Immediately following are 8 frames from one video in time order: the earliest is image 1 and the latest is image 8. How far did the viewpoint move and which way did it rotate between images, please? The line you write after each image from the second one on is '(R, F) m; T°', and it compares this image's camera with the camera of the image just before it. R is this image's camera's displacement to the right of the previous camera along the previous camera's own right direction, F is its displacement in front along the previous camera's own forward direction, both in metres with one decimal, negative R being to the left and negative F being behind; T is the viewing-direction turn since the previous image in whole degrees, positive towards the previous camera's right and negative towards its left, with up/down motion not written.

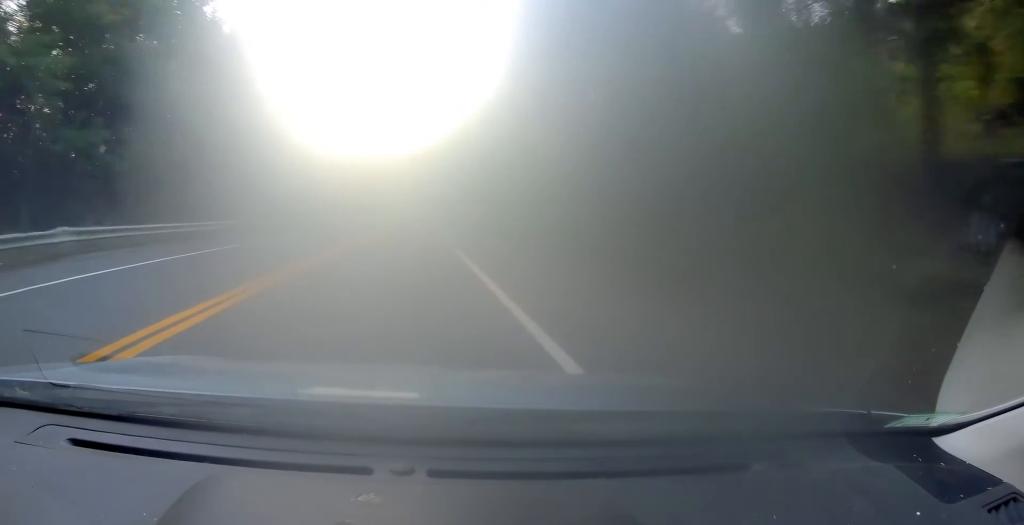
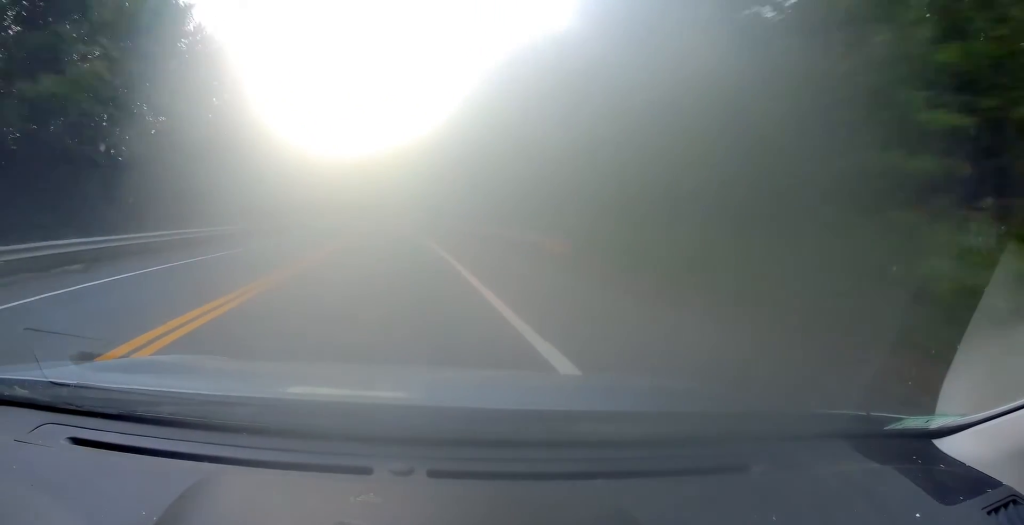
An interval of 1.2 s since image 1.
(+0.6, +29.0) m; 0°
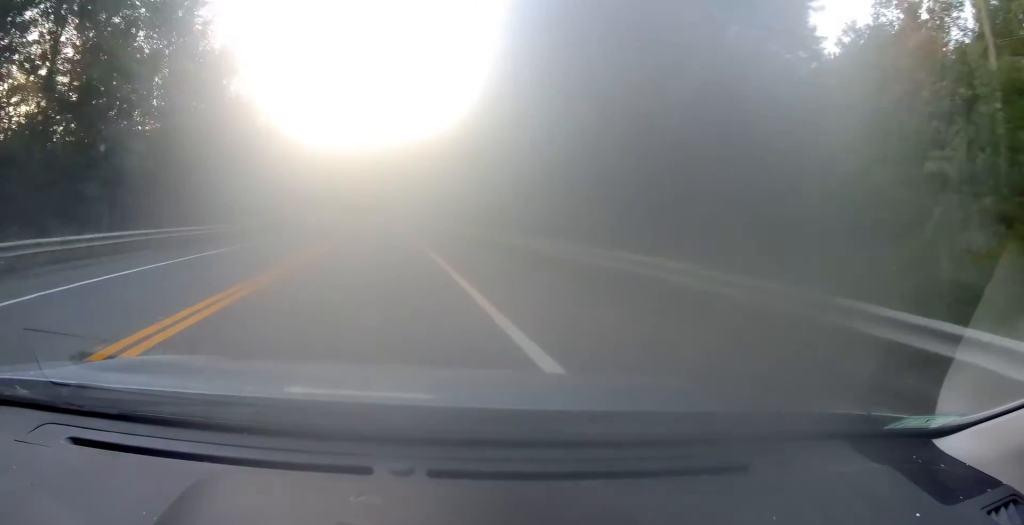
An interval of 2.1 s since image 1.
(-0.2, +21.7) m; -1°
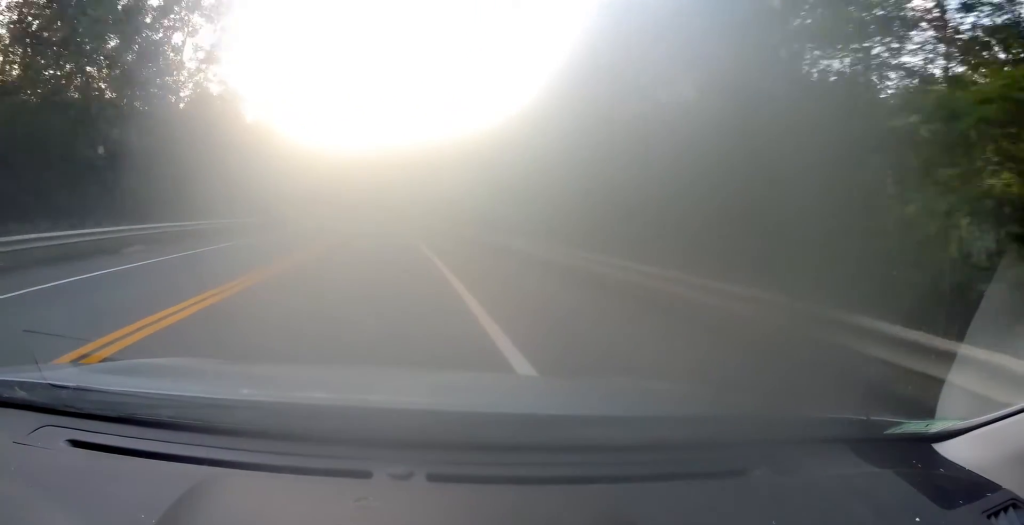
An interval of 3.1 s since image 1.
(-0.4, +27.4) m; -2°
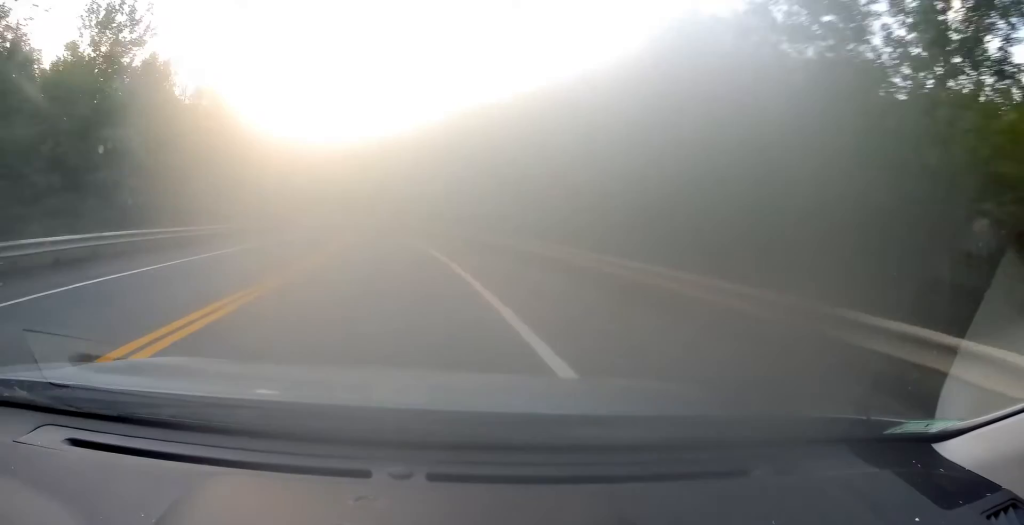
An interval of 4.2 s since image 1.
(-0.7, +27.9) m; -3°
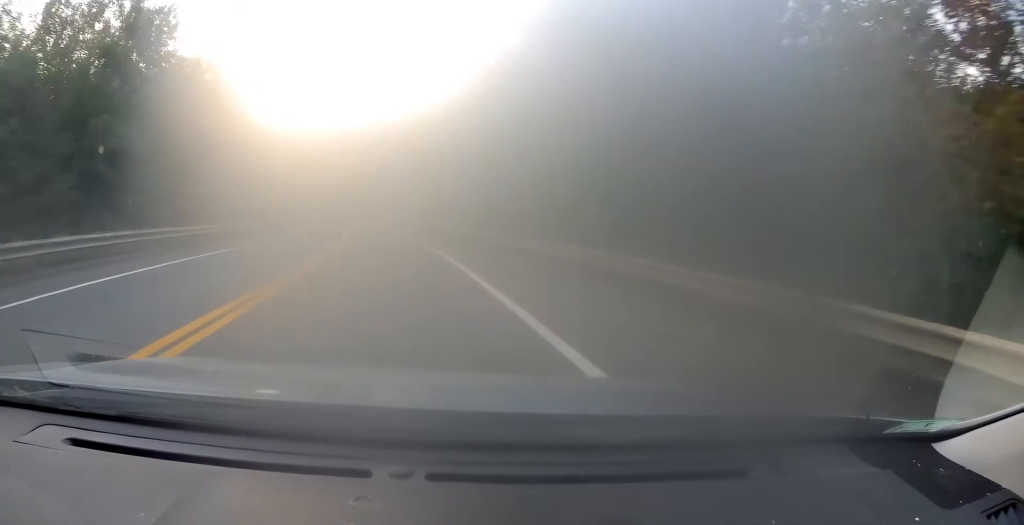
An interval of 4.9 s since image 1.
(-0.2, +18.4) m; -2°
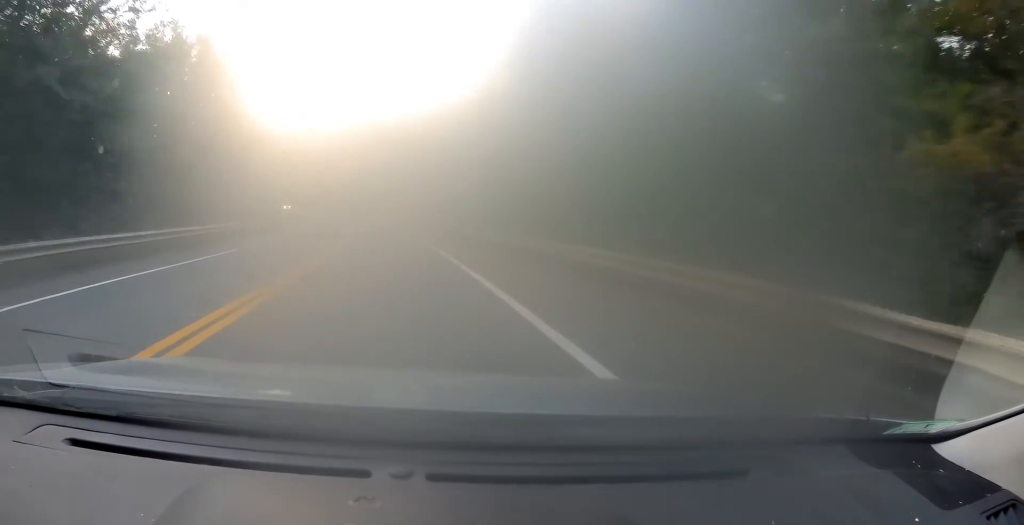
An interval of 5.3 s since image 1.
(-0.4, +11.5) m; -2°
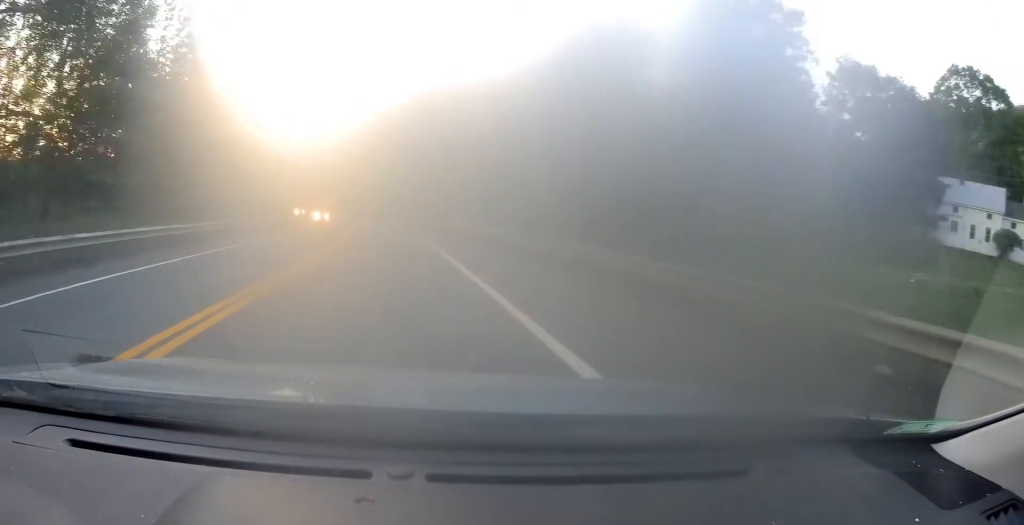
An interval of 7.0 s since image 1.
(-2.4, +45.0) m; -6°
